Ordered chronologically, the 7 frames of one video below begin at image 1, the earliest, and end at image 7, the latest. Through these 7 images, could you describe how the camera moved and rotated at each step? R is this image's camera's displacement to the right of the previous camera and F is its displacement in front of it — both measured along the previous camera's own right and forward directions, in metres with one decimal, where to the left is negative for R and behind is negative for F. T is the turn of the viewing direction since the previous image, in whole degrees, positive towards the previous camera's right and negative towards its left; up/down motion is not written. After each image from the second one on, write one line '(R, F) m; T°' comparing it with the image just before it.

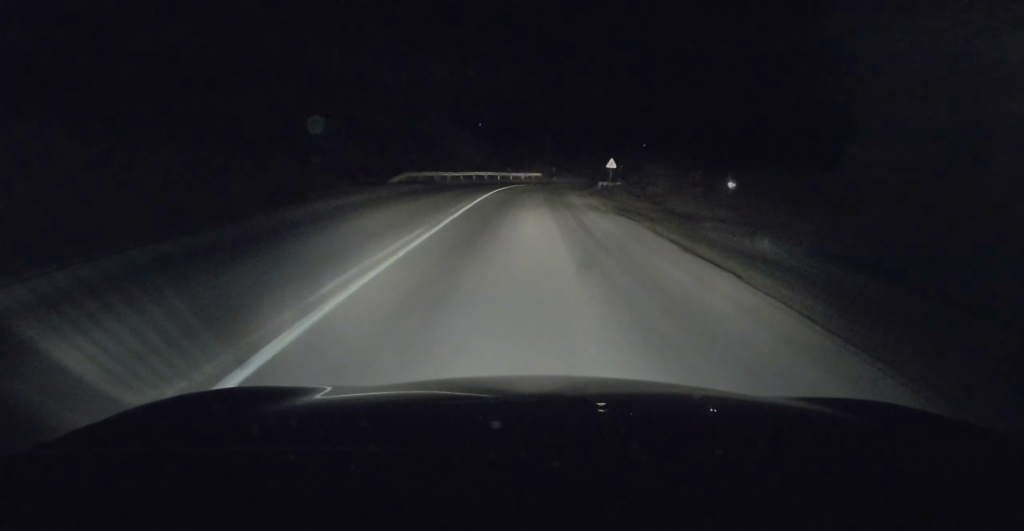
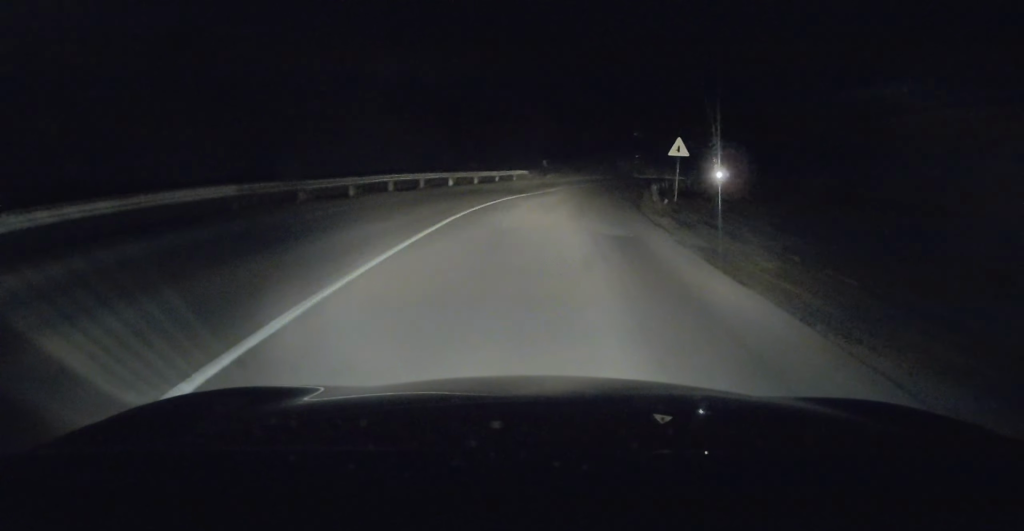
(+1.1, +27.2) m; +6°
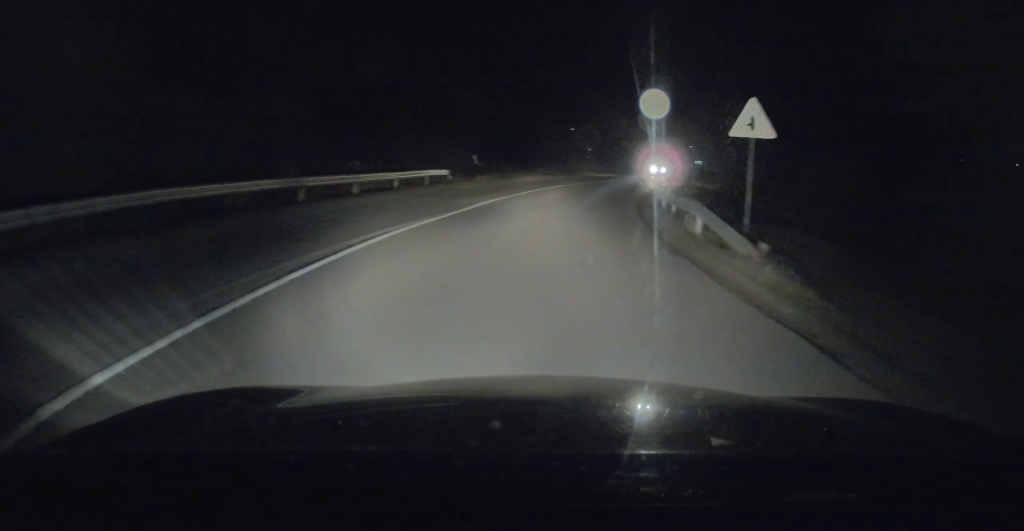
(+0.4, +13.9) m; +6°
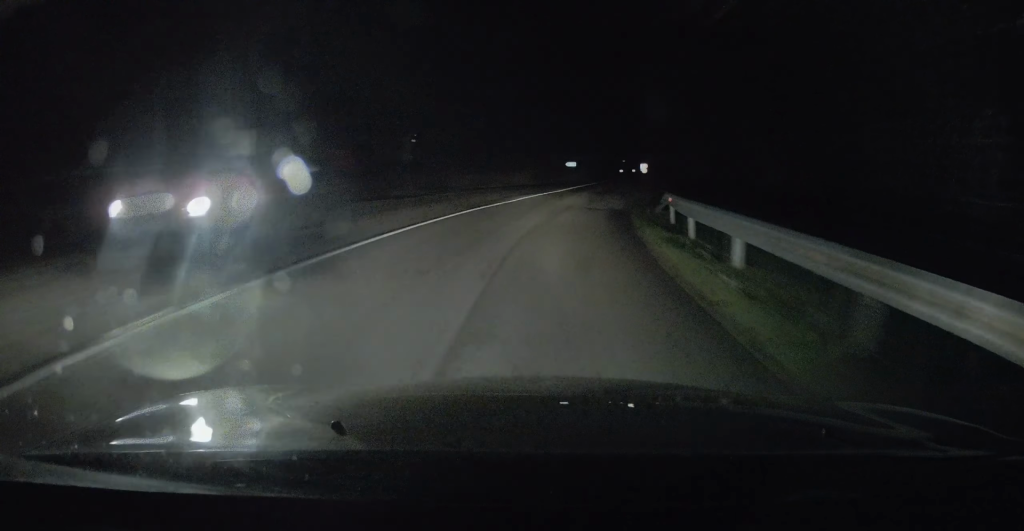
(+4.0, +30.6) m; +12°
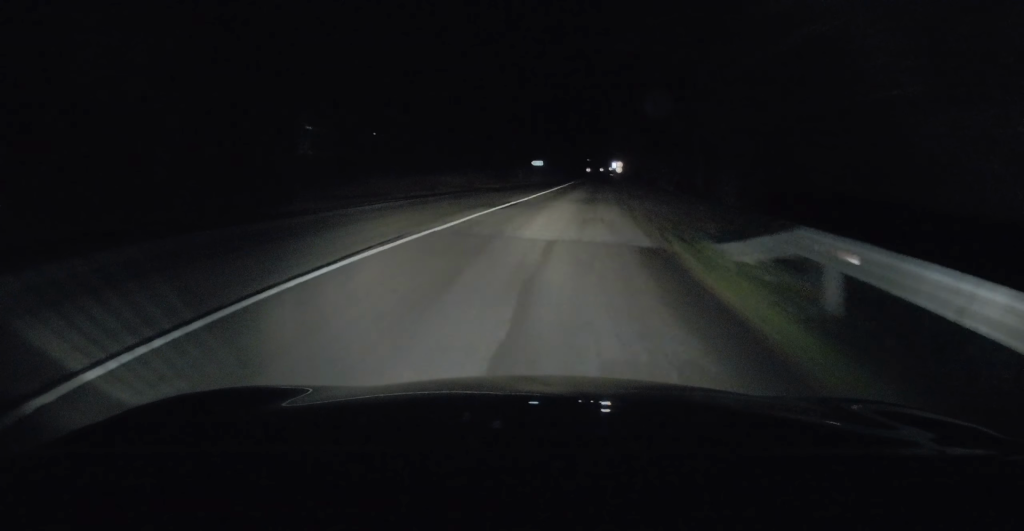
(+0.3, +10.2) m; +1°
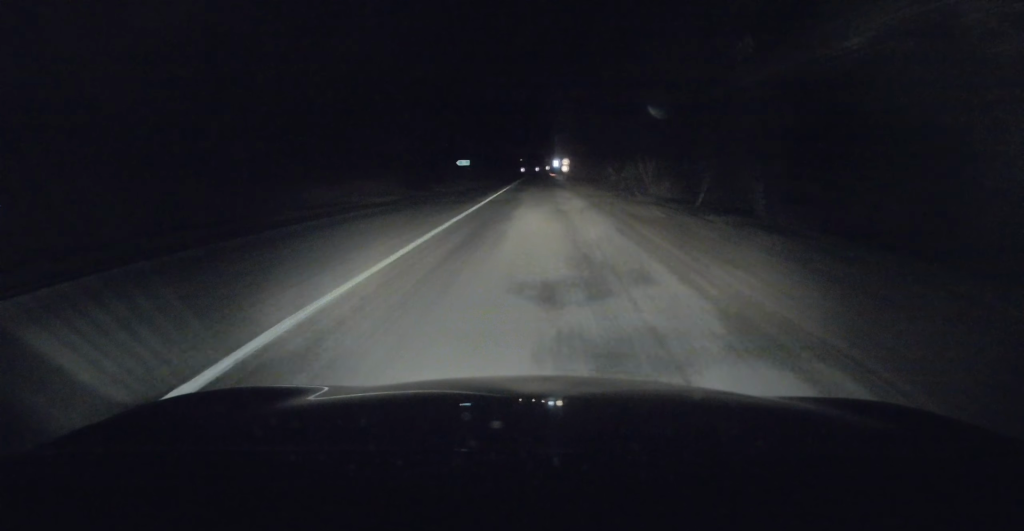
(+0.2, +19.3) m; +2°
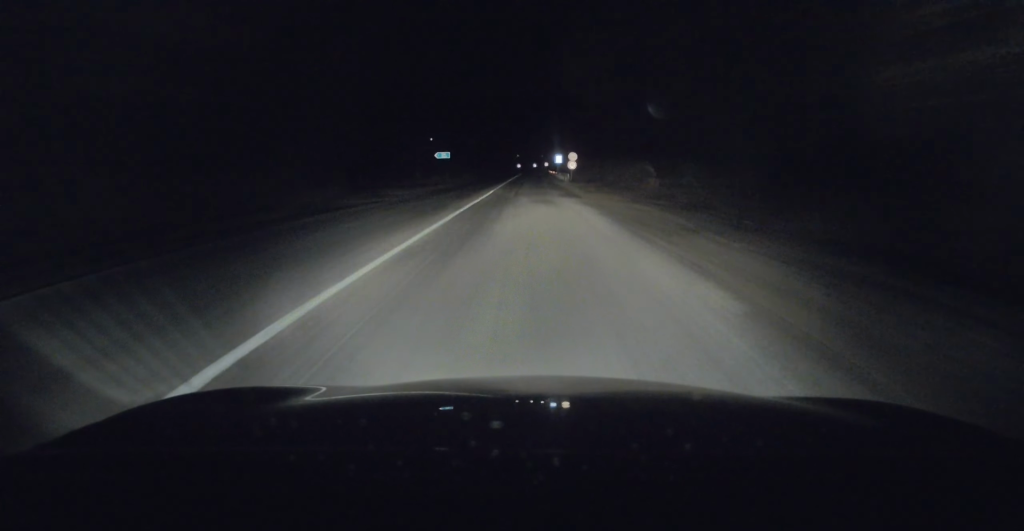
(+0.3, +17.0) m; +1°
